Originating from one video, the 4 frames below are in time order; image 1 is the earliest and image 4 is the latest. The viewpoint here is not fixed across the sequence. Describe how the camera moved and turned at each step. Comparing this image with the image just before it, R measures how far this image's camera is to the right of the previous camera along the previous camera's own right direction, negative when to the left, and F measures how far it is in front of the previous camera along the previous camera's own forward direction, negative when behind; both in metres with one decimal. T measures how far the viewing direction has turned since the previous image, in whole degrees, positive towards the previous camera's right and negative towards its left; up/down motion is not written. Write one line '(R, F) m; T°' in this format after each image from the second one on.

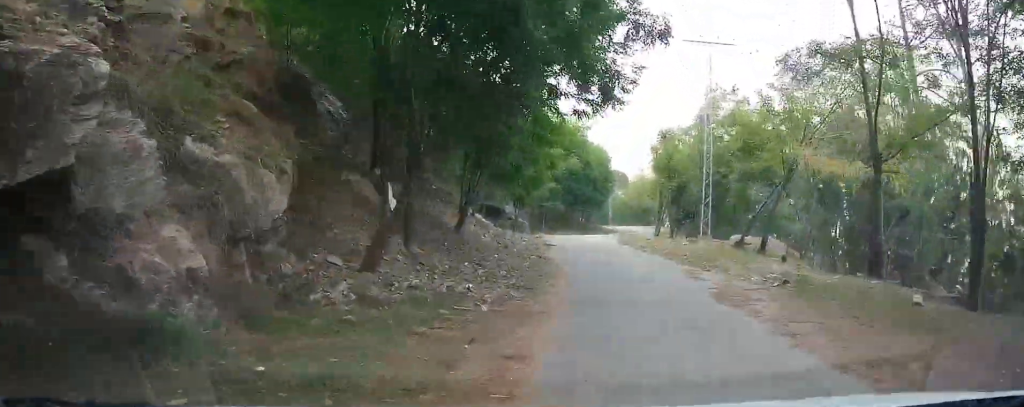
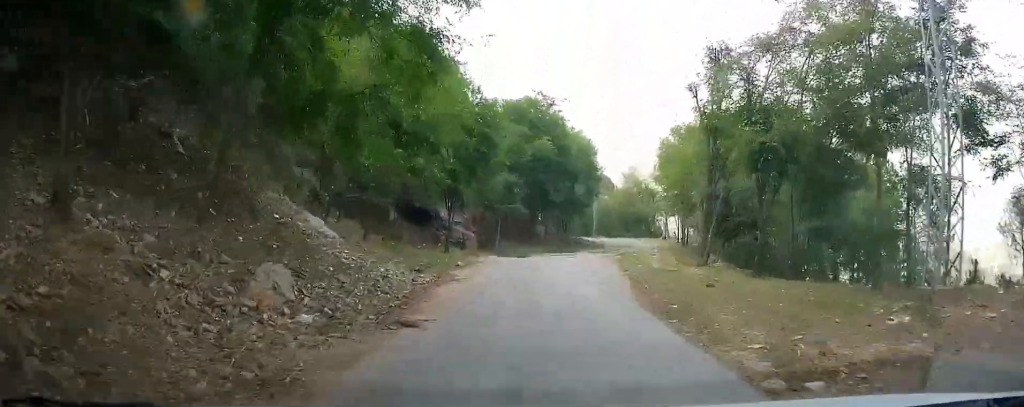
(+2.5, +21.6) m; +7°
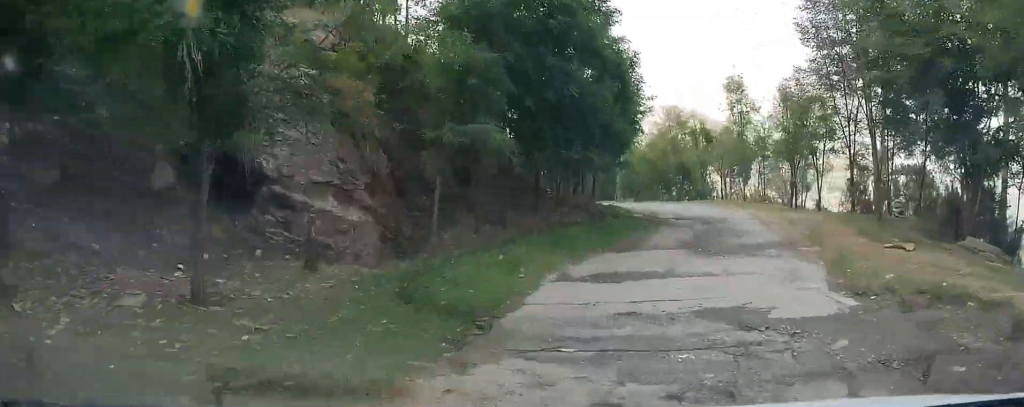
(+0.7, +23.9) m; +7°
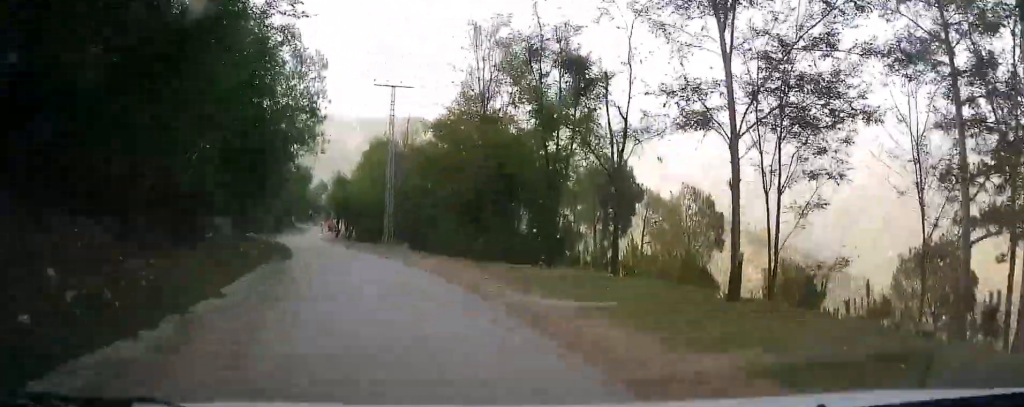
(+8.4, +35.6) m; +3°
